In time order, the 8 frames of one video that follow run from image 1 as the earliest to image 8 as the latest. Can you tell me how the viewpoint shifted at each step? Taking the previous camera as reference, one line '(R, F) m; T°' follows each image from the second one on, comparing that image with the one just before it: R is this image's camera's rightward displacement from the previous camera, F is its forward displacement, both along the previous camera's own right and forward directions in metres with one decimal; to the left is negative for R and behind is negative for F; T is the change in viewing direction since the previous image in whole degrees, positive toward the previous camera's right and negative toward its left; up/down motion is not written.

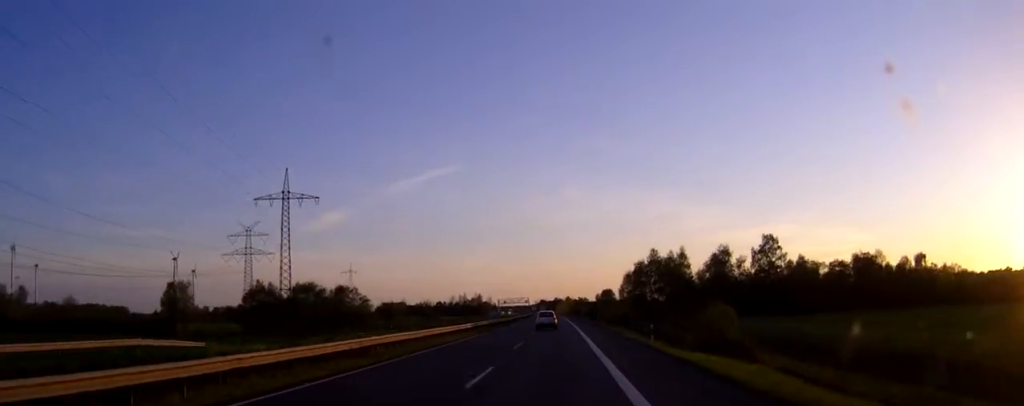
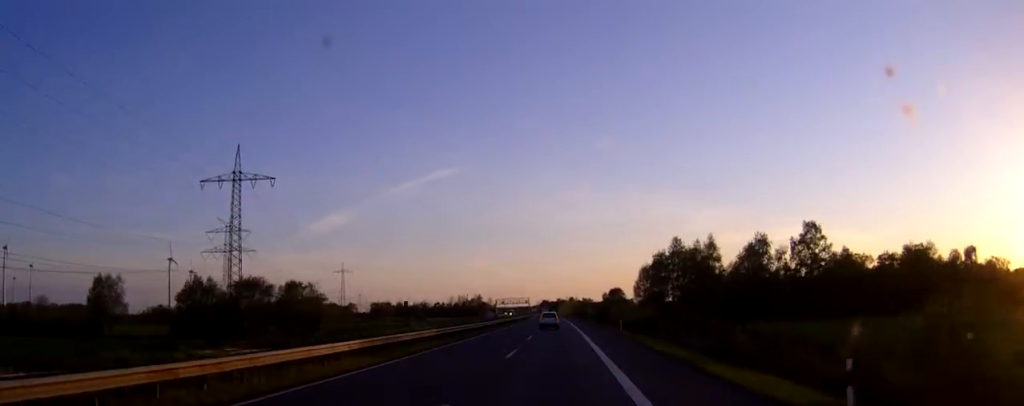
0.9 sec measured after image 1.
(0.0, +27.1) m; 0°
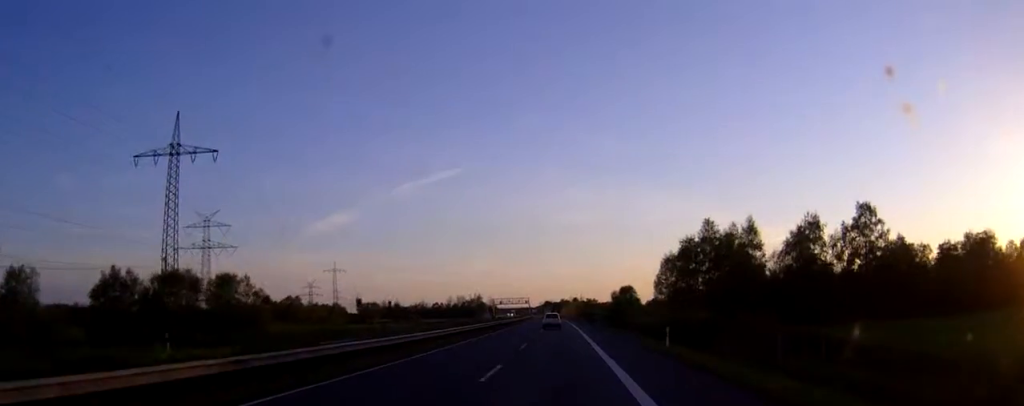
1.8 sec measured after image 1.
(-0.1, +25.1) m; 0°
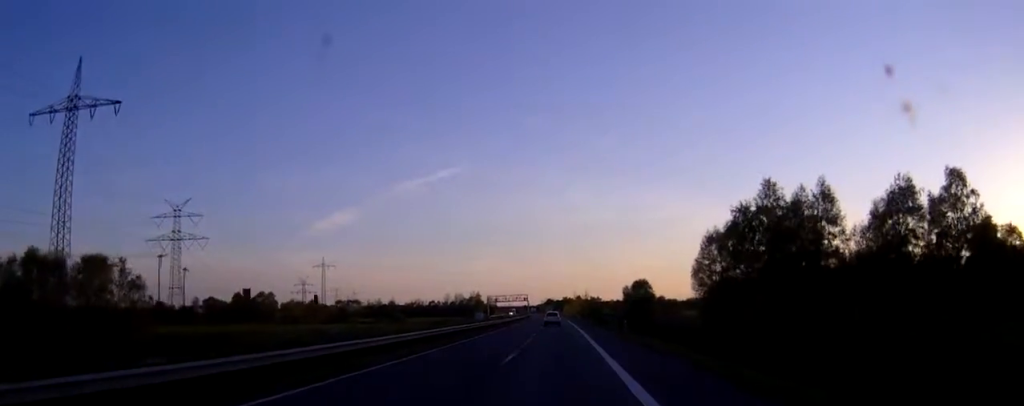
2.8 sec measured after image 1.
(0.0, +29.1) m; 0°
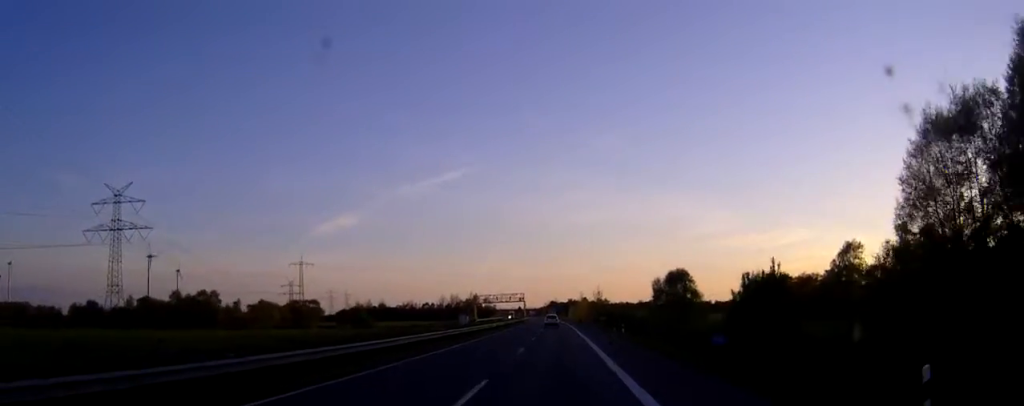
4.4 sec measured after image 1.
(-0.1, +47.7) m; 0°
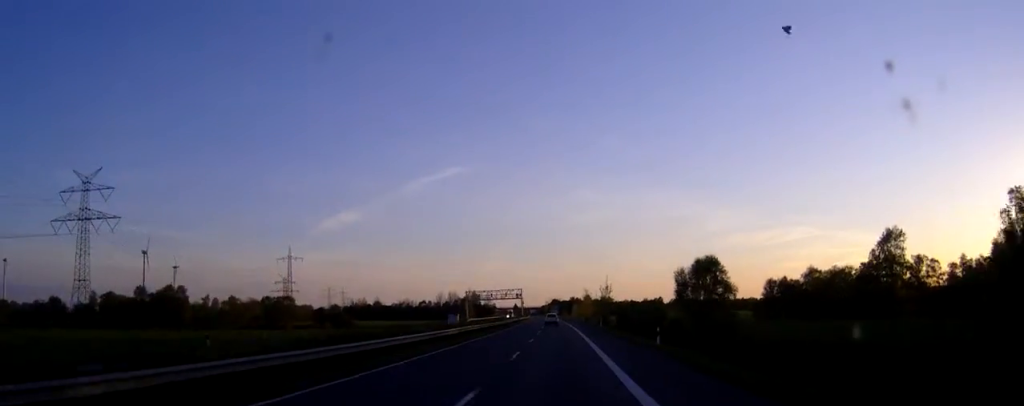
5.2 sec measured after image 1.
(0.0, +21.4) m; 0°
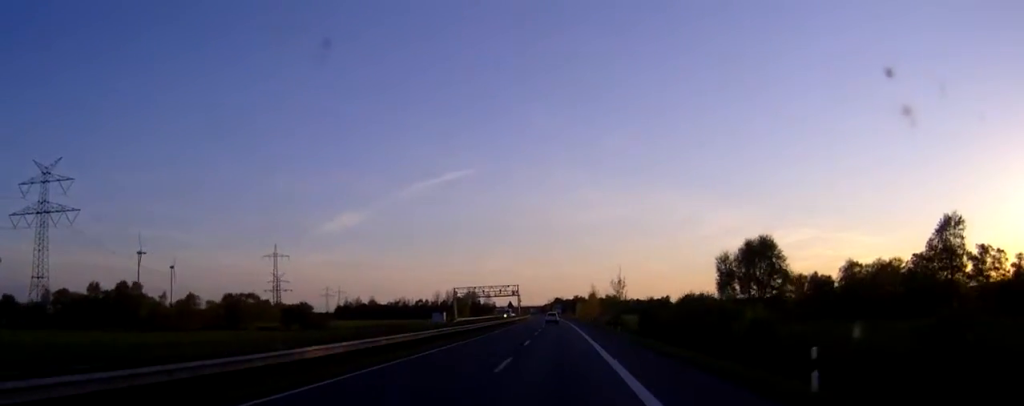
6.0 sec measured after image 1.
(-0.1, +24.3) m; 0°
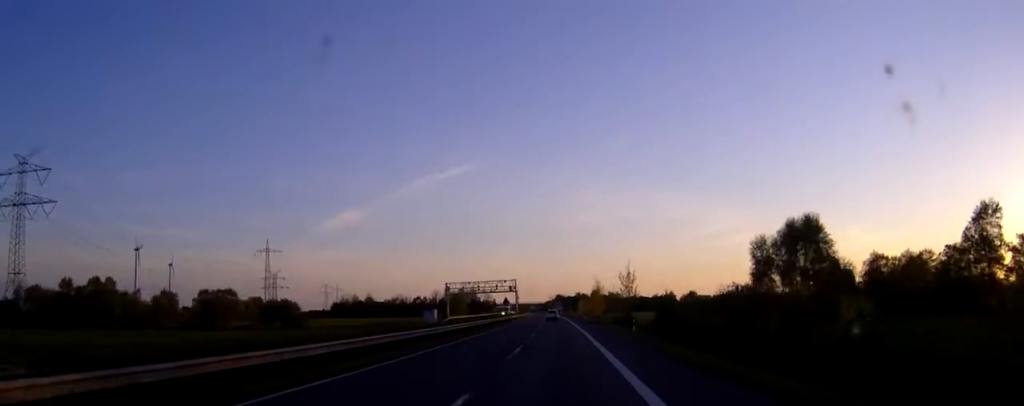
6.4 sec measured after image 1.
(0.0, +12.7) m; 0°
